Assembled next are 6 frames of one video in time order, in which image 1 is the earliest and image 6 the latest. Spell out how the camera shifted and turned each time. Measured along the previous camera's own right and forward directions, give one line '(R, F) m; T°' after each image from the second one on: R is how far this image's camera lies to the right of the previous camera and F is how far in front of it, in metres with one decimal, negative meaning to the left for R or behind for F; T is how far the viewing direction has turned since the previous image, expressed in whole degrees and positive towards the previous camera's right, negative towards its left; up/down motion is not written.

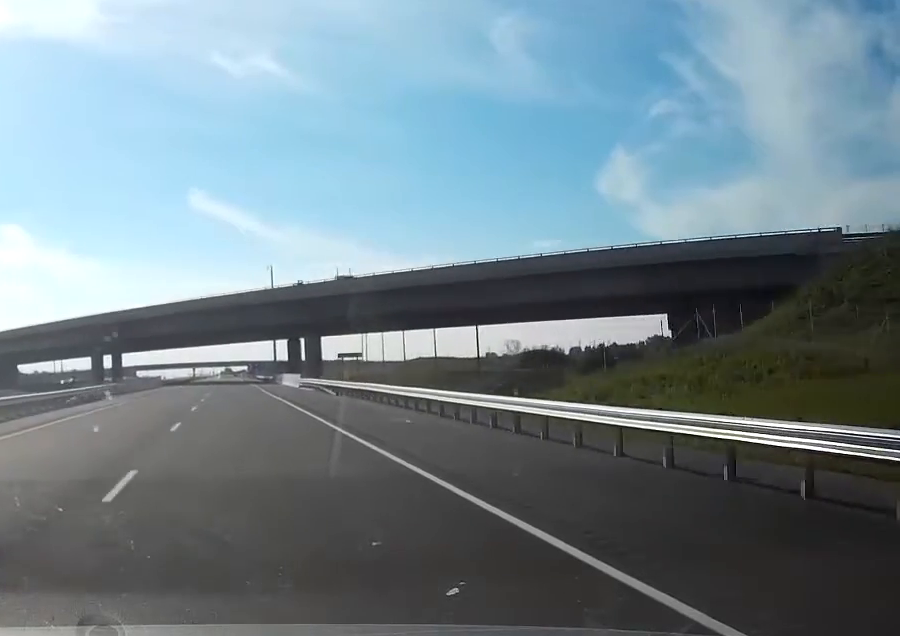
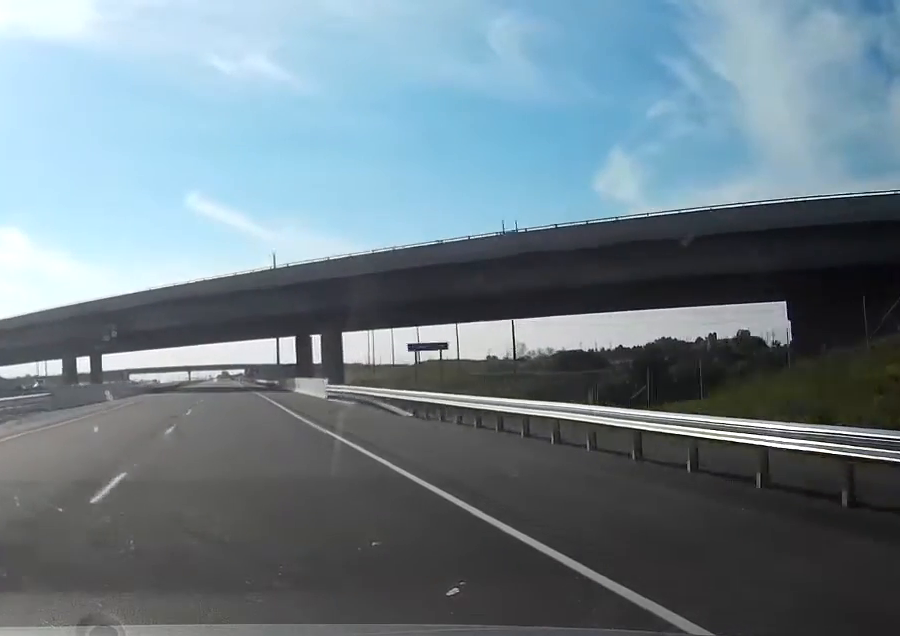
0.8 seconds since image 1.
(0.0, +23.6) m; 0°
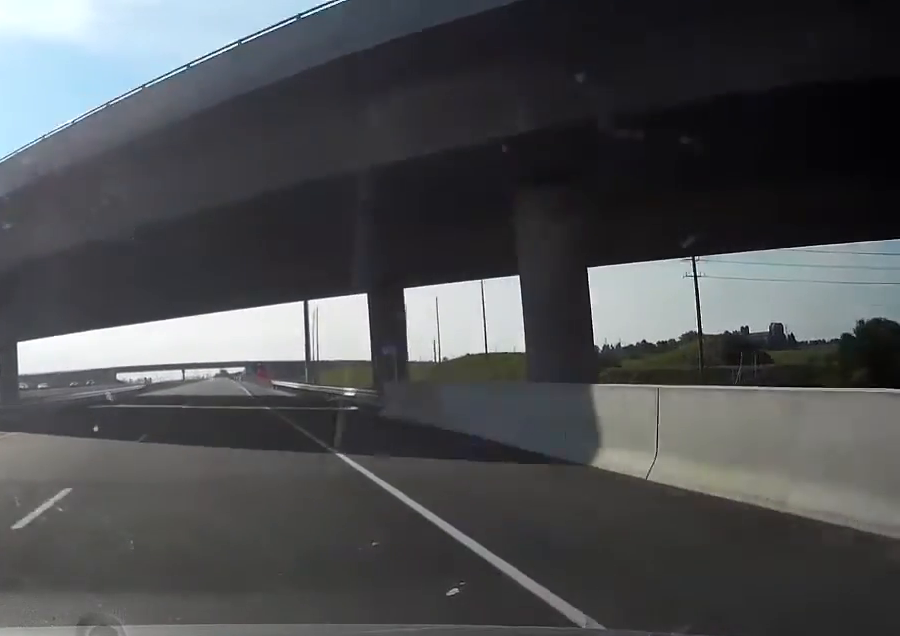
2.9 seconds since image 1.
(+0.1, +61.1) m; 0°
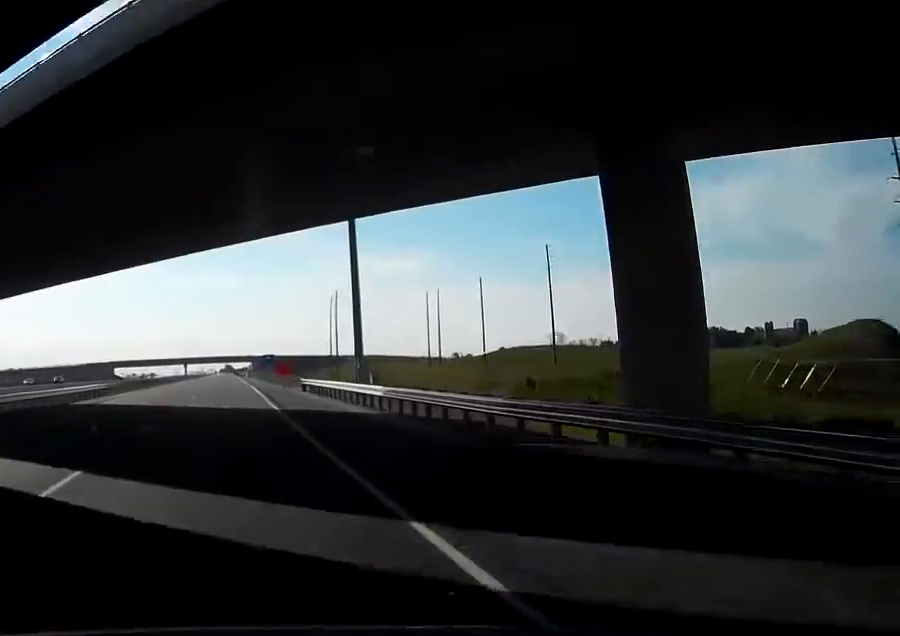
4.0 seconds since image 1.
(-0.3, +33.8) m; -1°
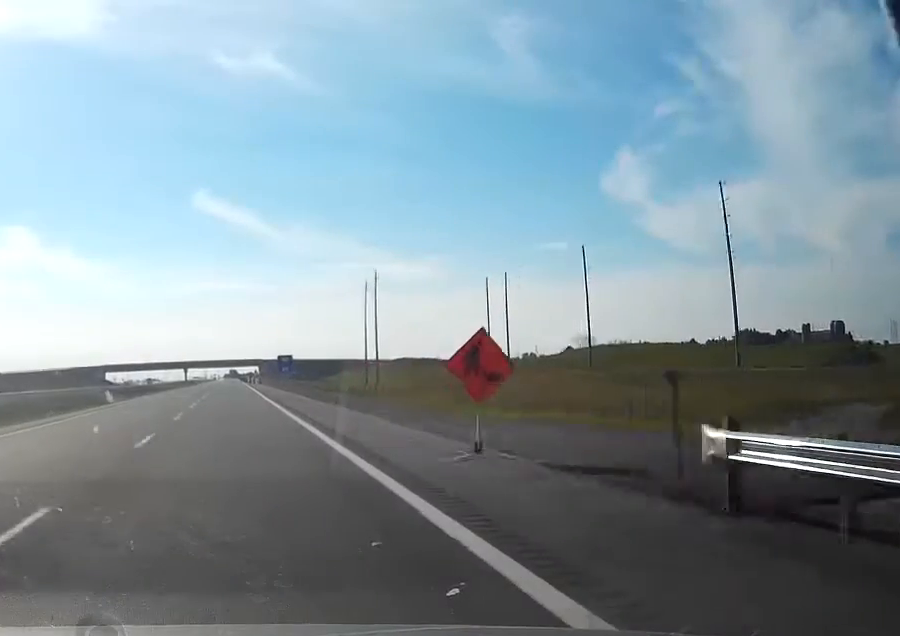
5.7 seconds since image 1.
(-0.2, +51.8) m; 0°
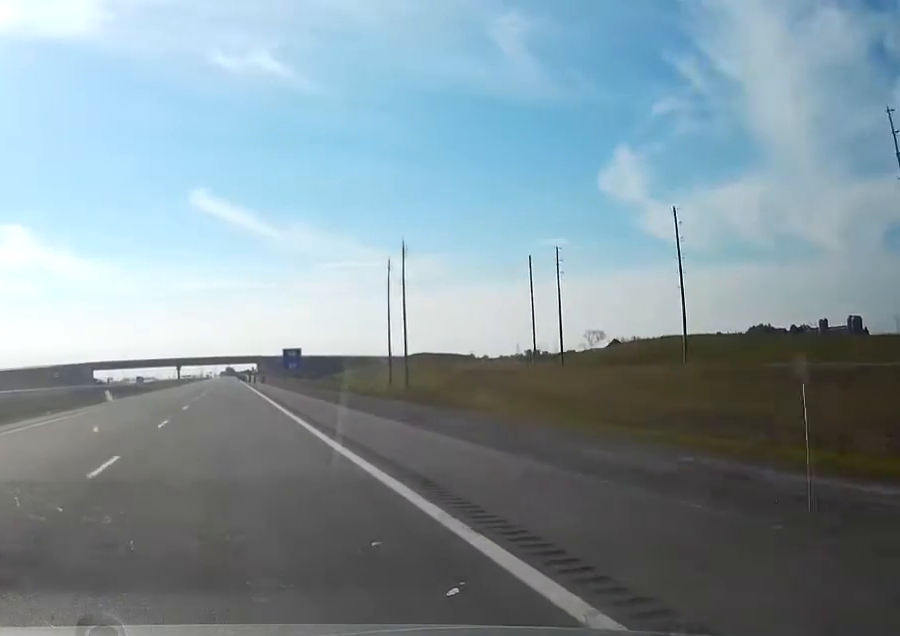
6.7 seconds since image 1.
(-0.1, +29.8) m; 0°
